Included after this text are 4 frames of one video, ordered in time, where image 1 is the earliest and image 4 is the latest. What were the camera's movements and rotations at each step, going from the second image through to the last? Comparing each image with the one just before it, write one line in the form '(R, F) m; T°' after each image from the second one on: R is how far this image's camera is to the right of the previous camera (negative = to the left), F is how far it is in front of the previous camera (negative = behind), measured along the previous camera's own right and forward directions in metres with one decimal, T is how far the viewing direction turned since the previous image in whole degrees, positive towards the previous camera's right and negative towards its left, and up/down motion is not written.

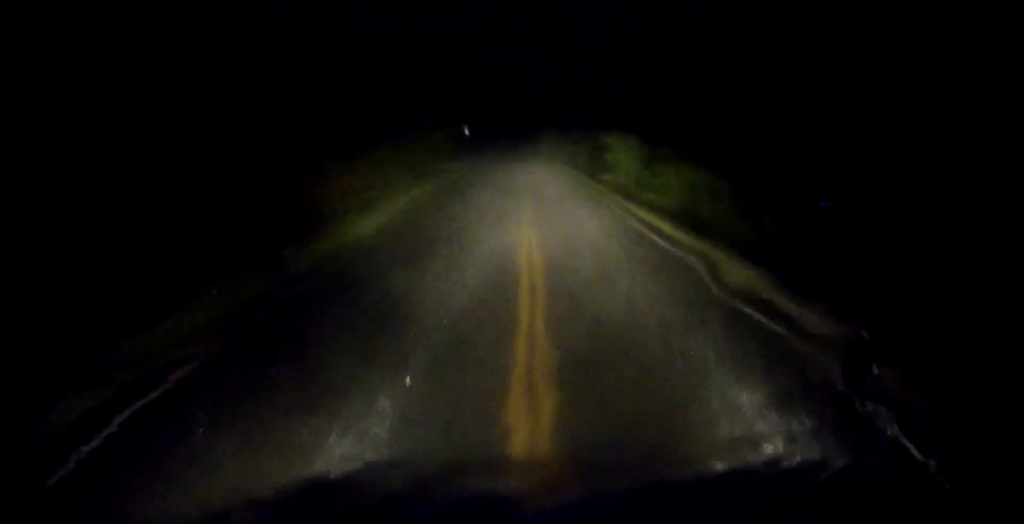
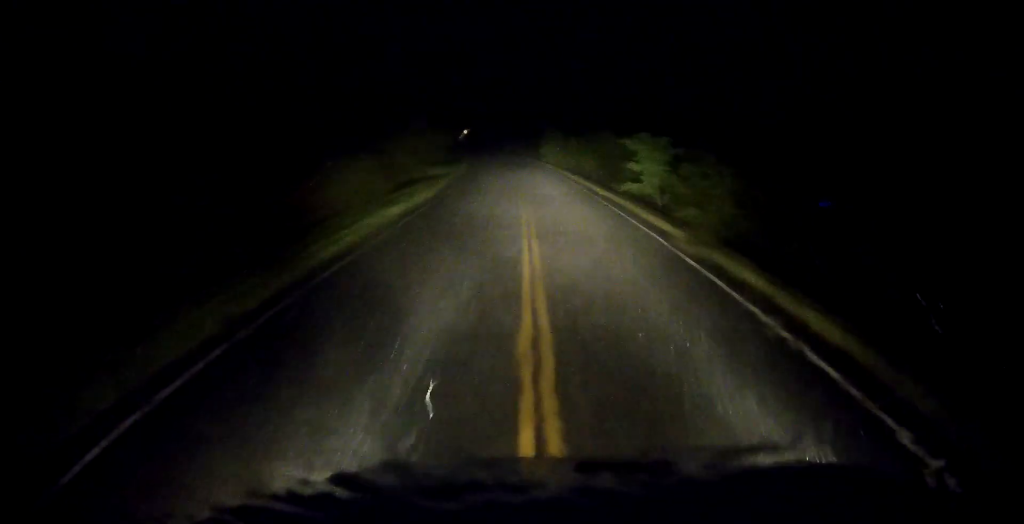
(0.0, +8.3) m; 0°
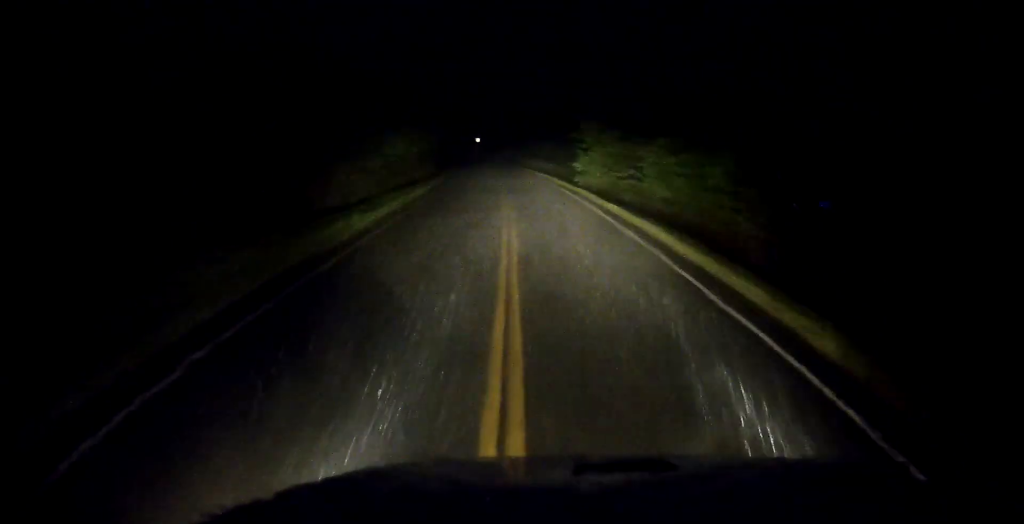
(-1.2, +38.2) m; -2°
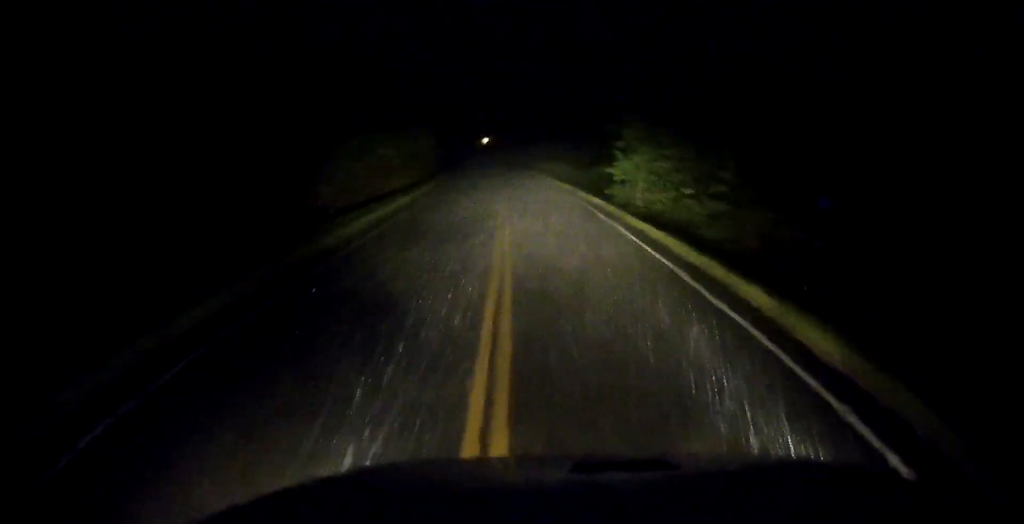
(+0.5, +13.9) m; 0°
